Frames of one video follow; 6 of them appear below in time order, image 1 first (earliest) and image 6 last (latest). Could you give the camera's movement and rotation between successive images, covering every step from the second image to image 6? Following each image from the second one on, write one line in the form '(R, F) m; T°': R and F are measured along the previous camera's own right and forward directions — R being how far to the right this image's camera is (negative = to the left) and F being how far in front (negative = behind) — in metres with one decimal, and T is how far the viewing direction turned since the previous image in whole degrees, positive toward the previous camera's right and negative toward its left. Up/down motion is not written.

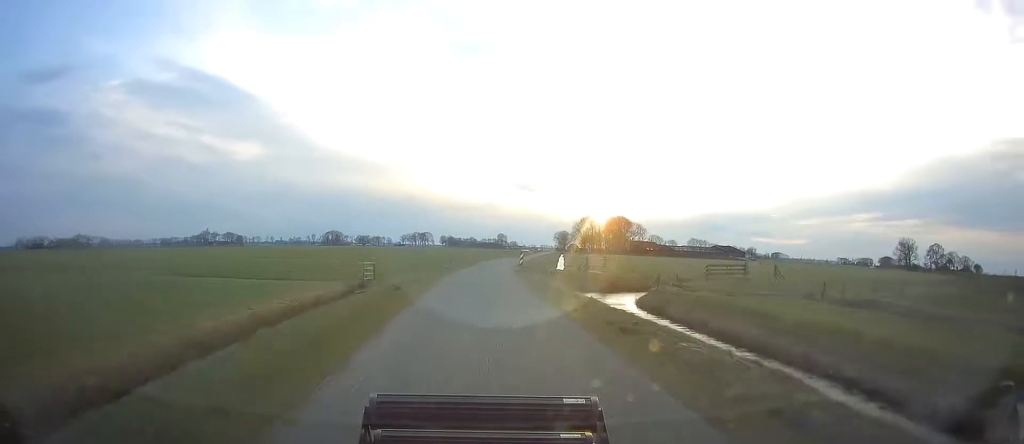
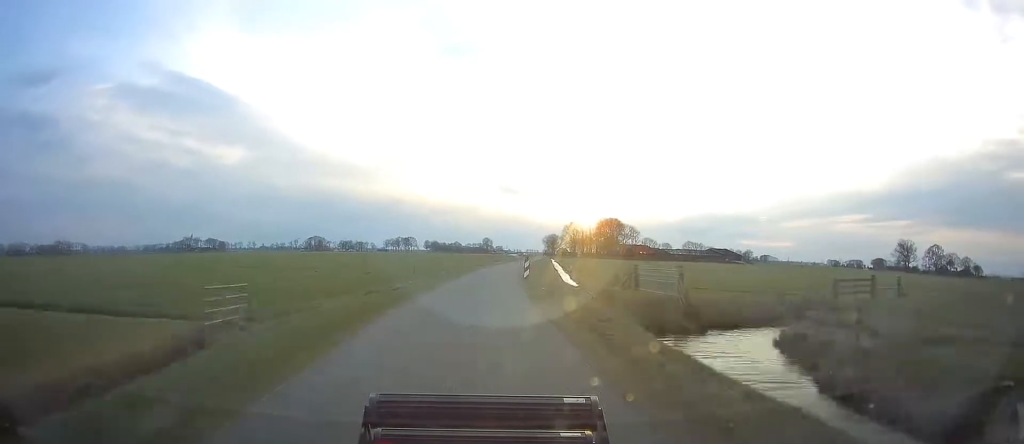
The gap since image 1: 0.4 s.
(-0.3, +18.8) m; 0°
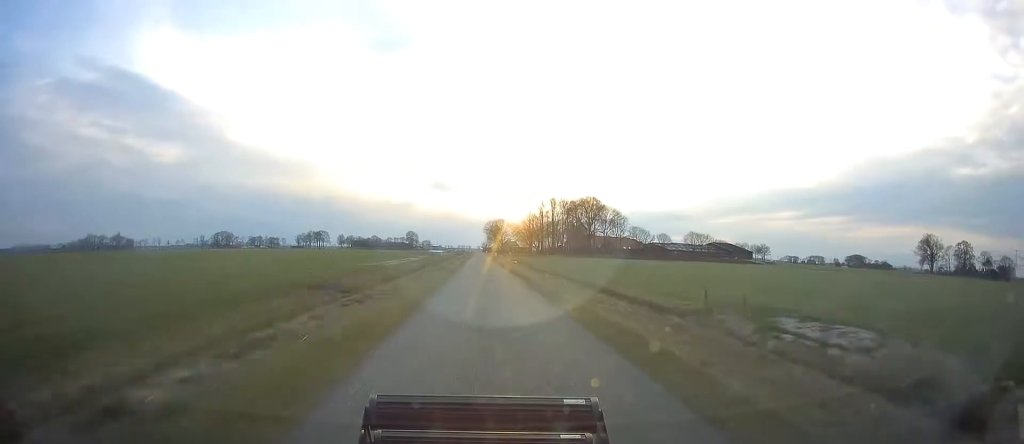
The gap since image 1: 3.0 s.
(+7.7, +113.7) m; +6°
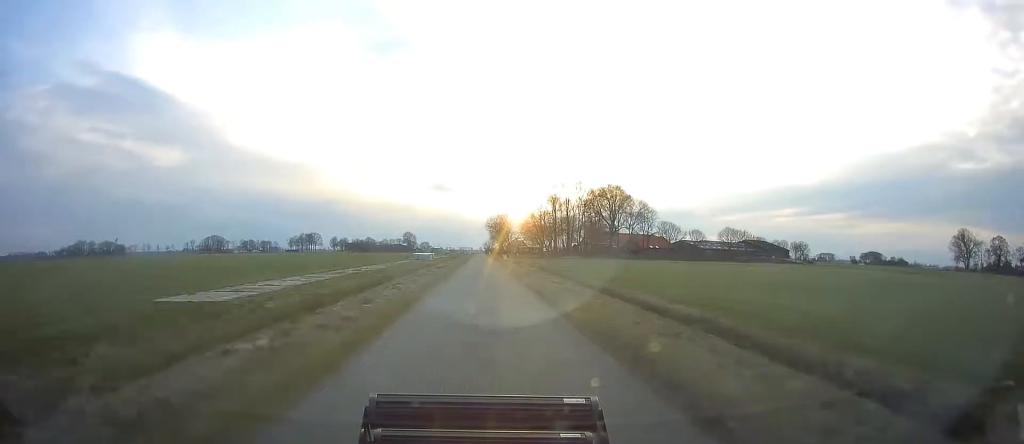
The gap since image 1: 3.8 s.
(+0.2, +37.7) m; 0°
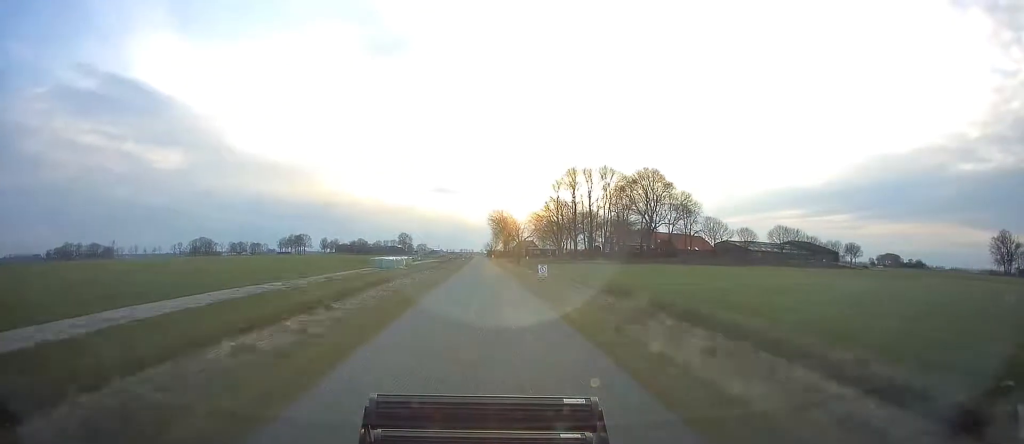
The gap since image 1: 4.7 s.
(0.0, +41.1) m; 0°
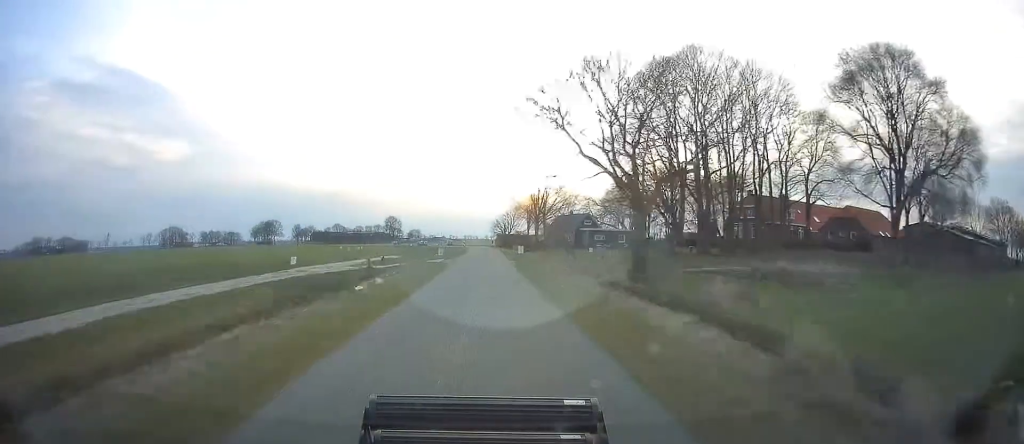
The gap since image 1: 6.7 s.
(-0.9, +87.8) m; -1°
